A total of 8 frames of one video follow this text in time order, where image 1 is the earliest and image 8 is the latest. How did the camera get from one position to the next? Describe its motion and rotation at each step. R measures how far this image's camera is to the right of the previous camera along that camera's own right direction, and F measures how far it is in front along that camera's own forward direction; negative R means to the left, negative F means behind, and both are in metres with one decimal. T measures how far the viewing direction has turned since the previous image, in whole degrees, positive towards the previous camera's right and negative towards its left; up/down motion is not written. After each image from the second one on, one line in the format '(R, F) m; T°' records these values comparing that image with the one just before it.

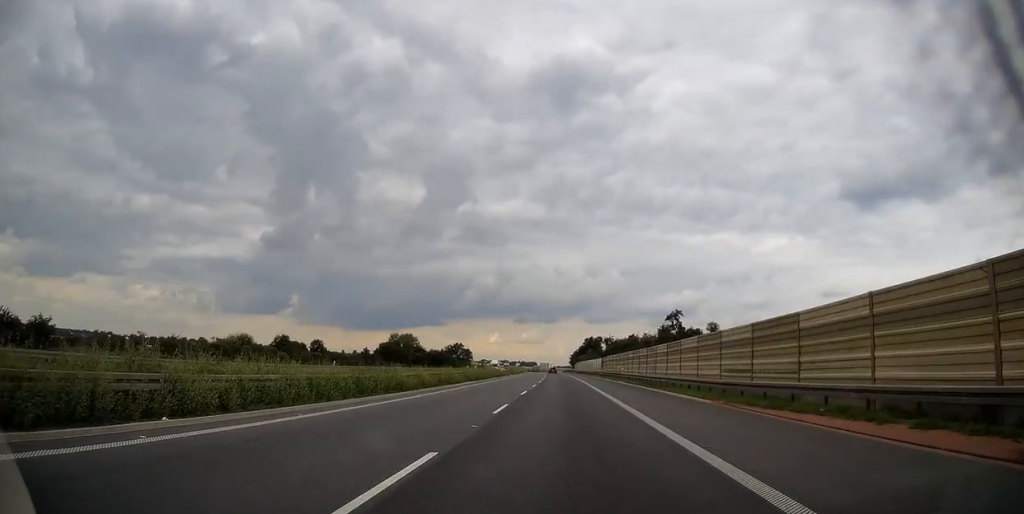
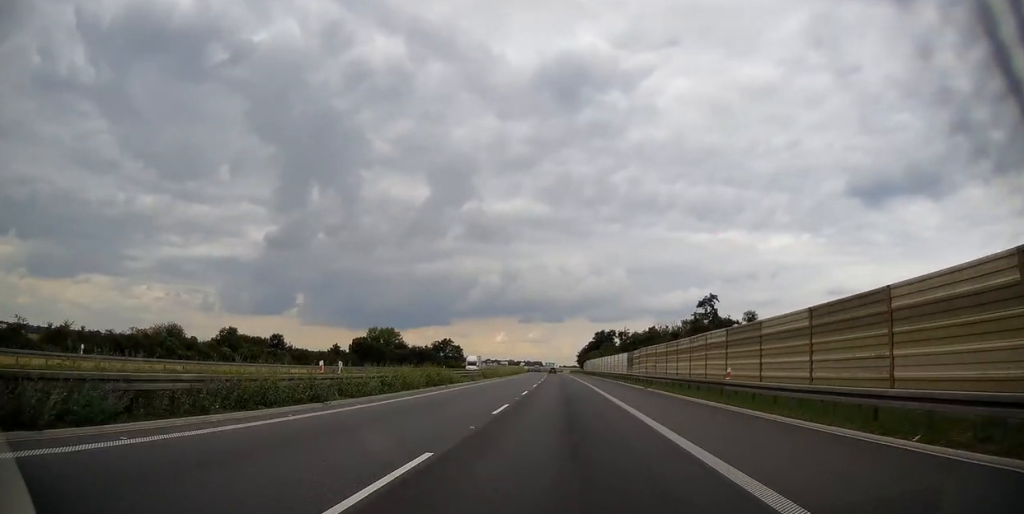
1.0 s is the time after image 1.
(-0.2, +36.2) m; -1°
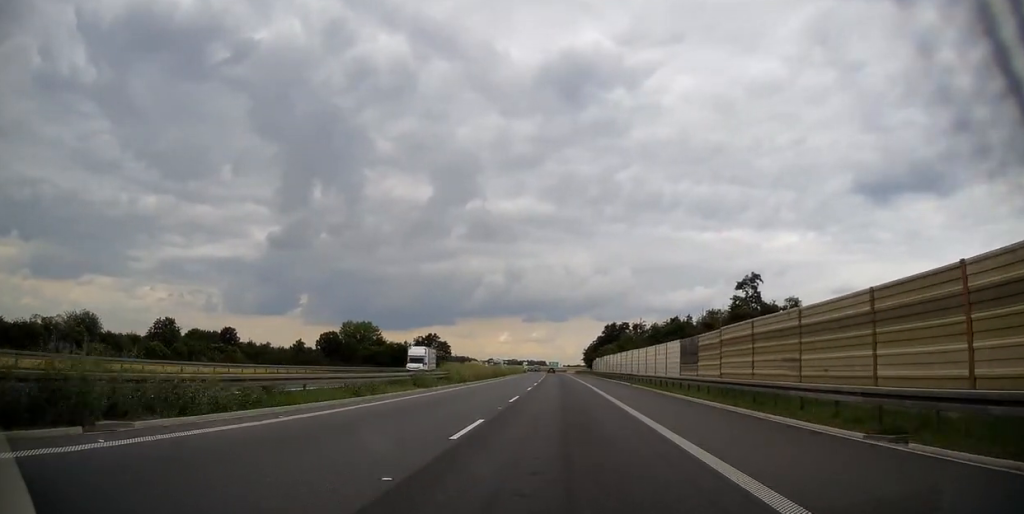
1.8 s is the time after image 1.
(-0.2, +30.2) m; 0°
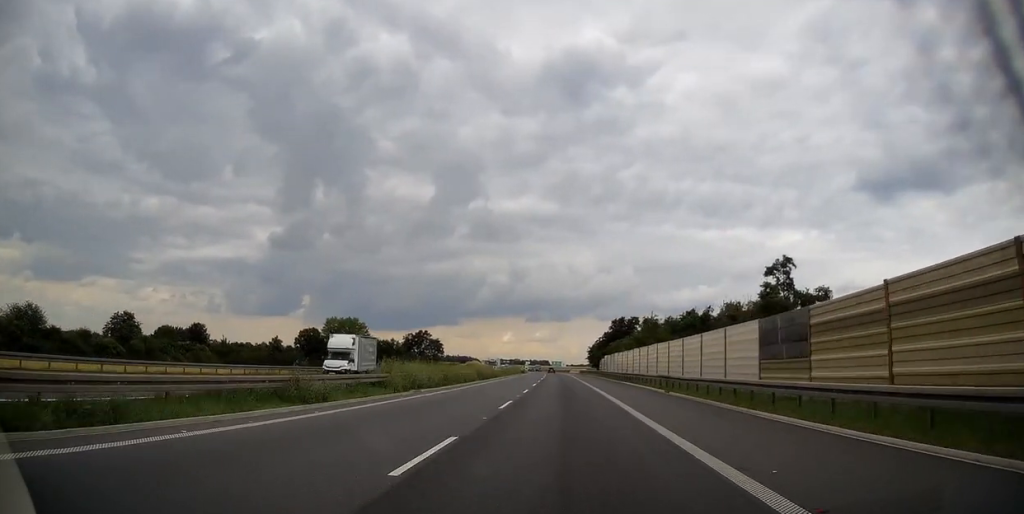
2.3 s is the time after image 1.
(+0.1, +15.8) m; 0°
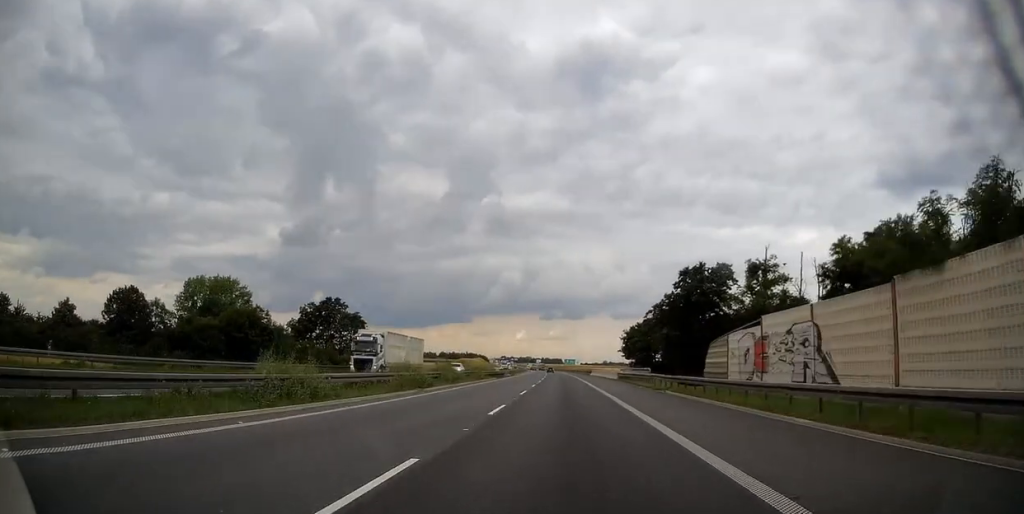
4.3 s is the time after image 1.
(-0.9, +74.9) m; -1°
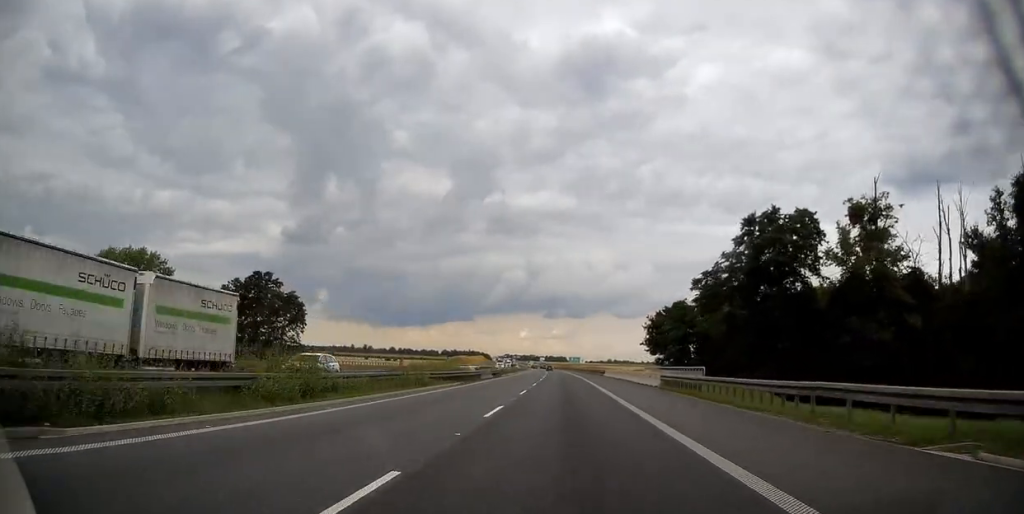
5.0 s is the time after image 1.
(-0.1, +25.1) m; 0°
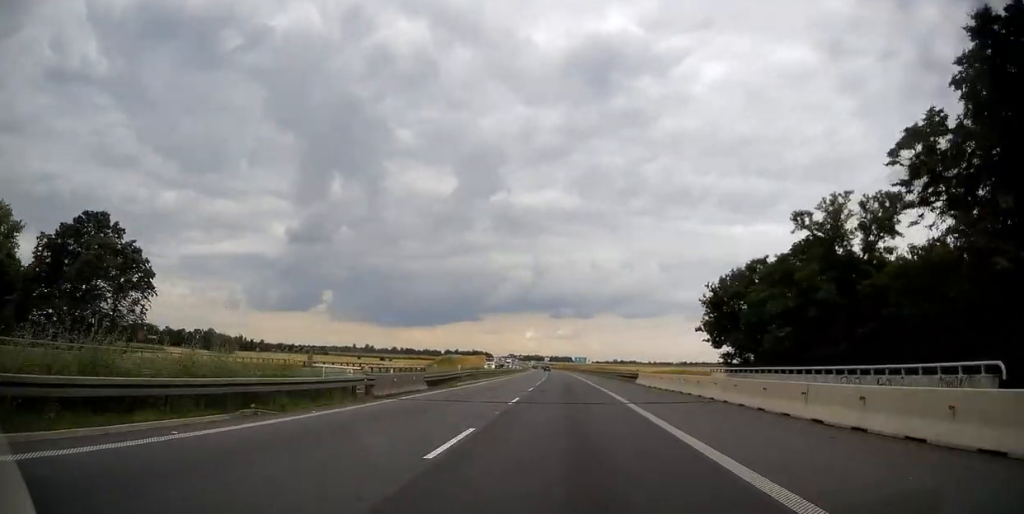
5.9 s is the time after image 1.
(-0.1, +30.9) m; -1°
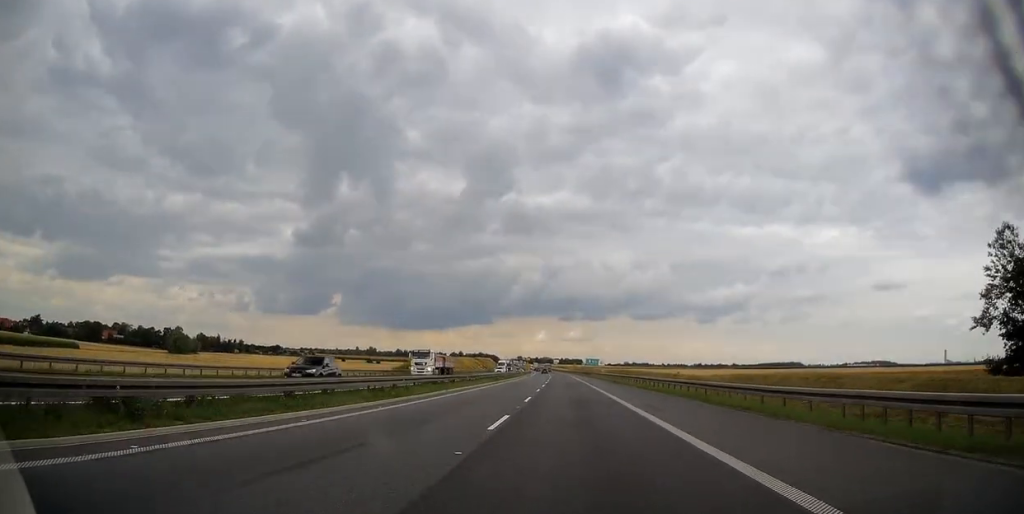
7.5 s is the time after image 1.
(-0.6, +55.2) m; -1°
